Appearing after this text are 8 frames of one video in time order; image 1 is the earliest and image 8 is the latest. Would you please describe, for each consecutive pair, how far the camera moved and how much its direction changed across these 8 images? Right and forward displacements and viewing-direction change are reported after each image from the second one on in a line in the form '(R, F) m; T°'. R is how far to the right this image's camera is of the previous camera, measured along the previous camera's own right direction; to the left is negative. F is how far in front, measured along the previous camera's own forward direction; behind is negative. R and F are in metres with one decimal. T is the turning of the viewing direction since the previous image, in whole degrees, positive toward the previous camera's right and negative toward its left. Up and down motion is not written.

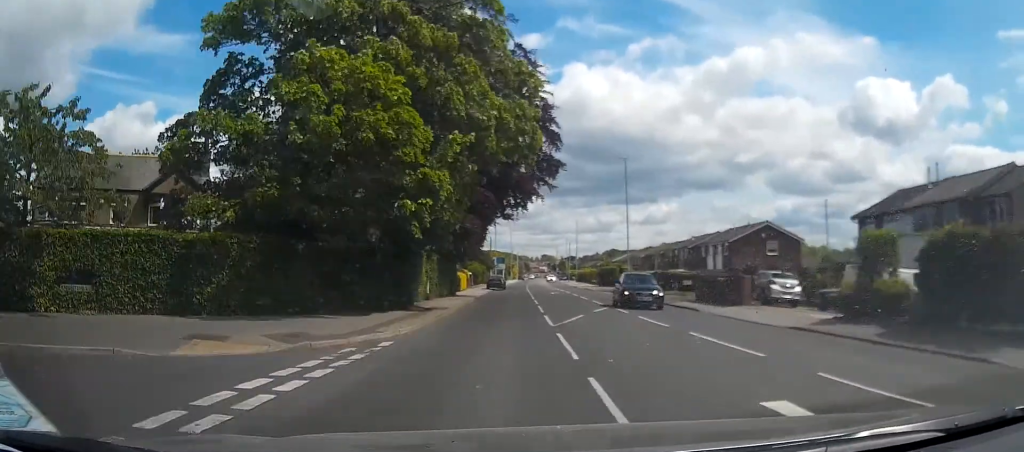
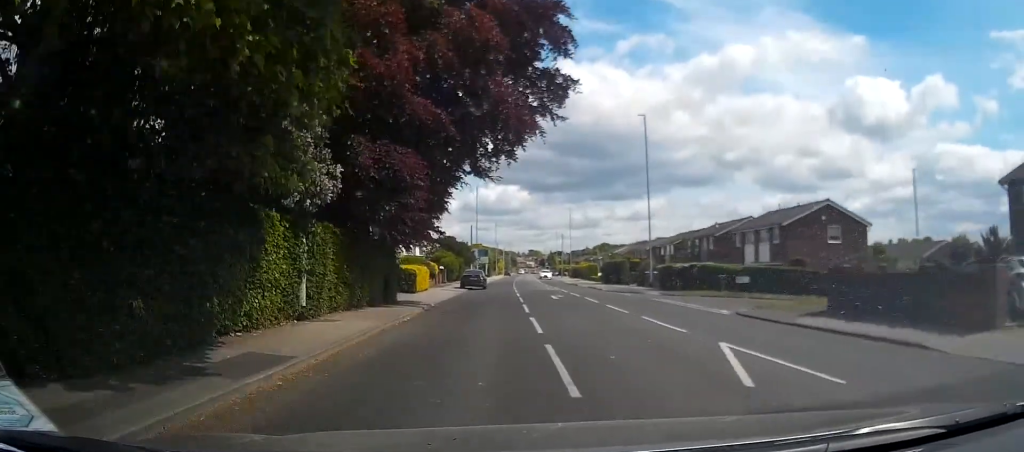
(-0.5, +15.1) m; -2°
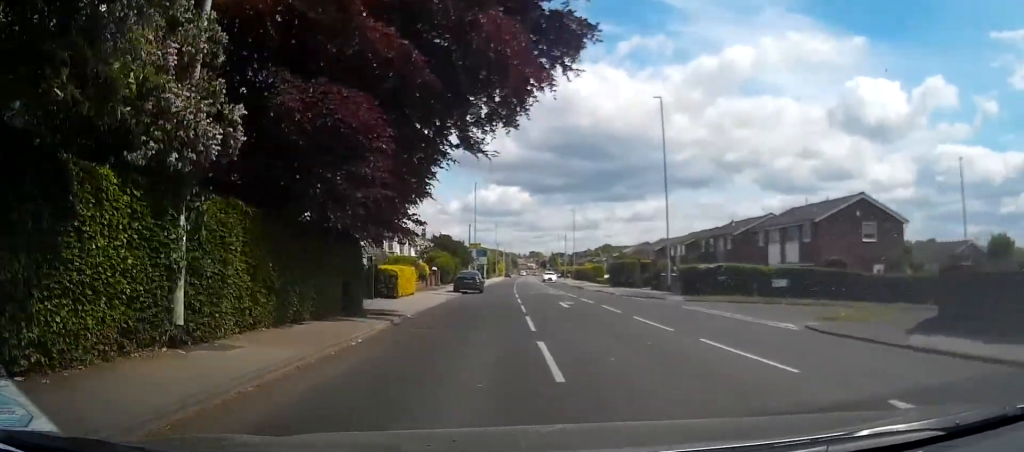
(0.0, +5.2) m; 0°
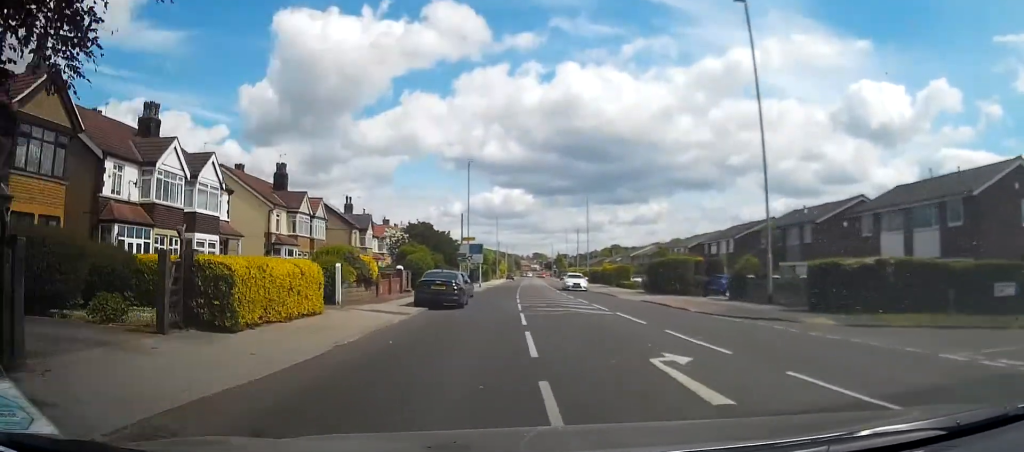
(0.0, +15.9) m; 0°
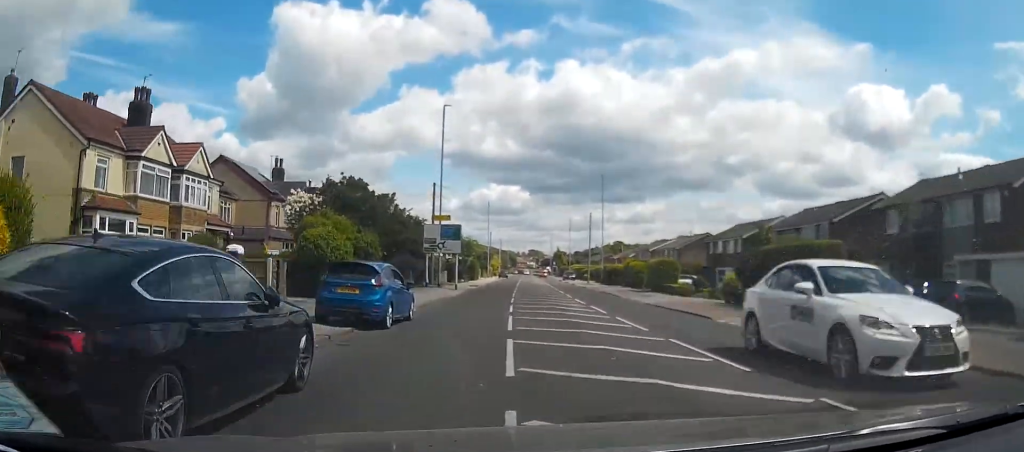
(0.0, +19.7) m; 0°
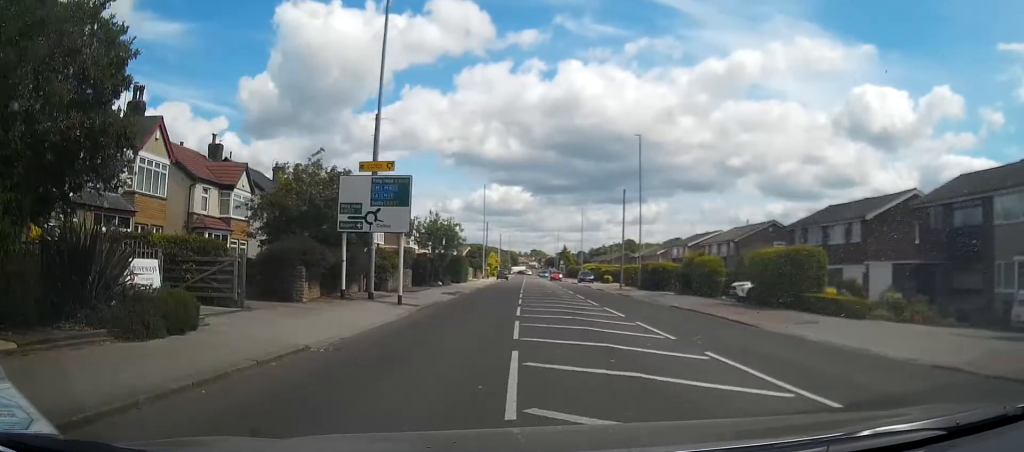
(0.0, +20.9) m; 0°
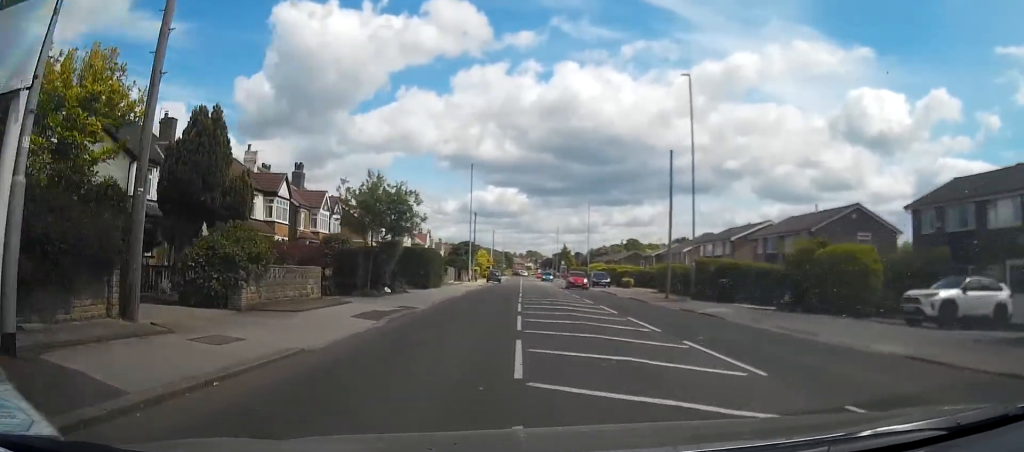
(0.0, +16.8) m; 0°
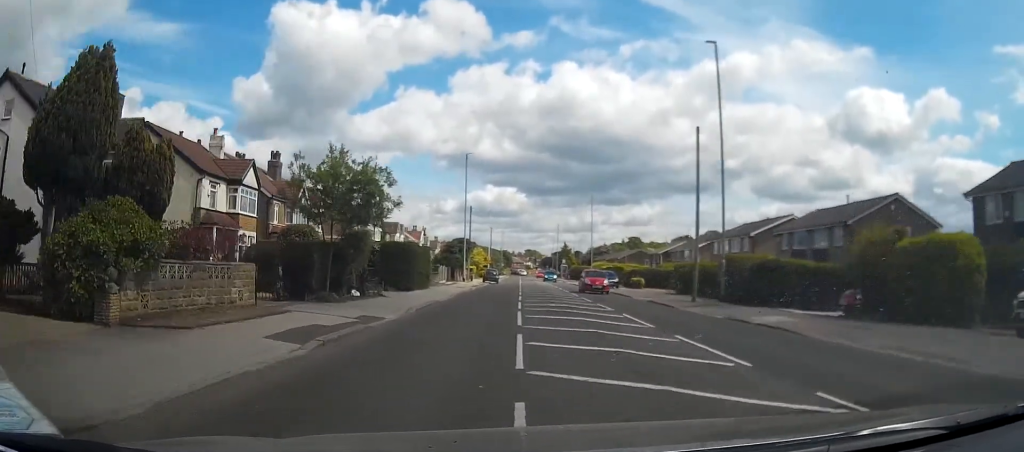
(0.0, +5.4) m; 0°
